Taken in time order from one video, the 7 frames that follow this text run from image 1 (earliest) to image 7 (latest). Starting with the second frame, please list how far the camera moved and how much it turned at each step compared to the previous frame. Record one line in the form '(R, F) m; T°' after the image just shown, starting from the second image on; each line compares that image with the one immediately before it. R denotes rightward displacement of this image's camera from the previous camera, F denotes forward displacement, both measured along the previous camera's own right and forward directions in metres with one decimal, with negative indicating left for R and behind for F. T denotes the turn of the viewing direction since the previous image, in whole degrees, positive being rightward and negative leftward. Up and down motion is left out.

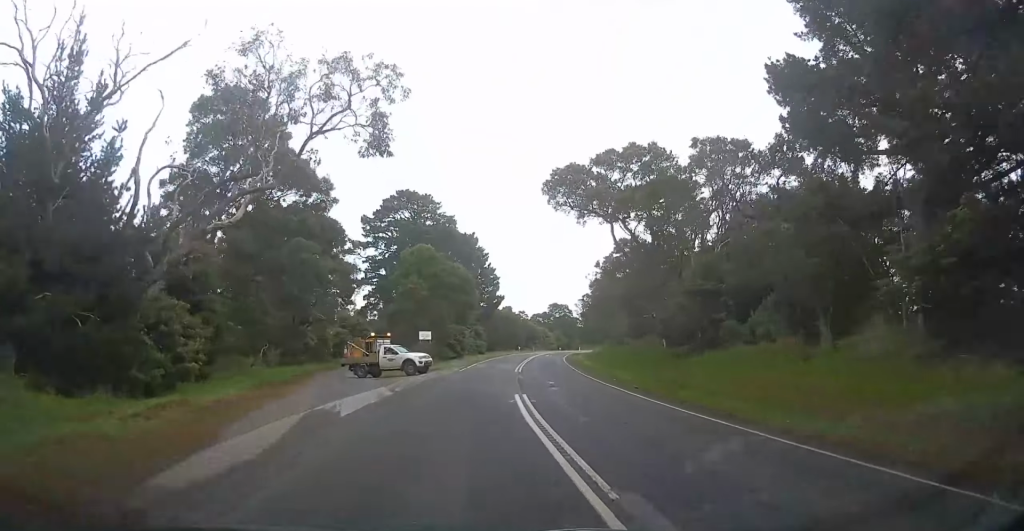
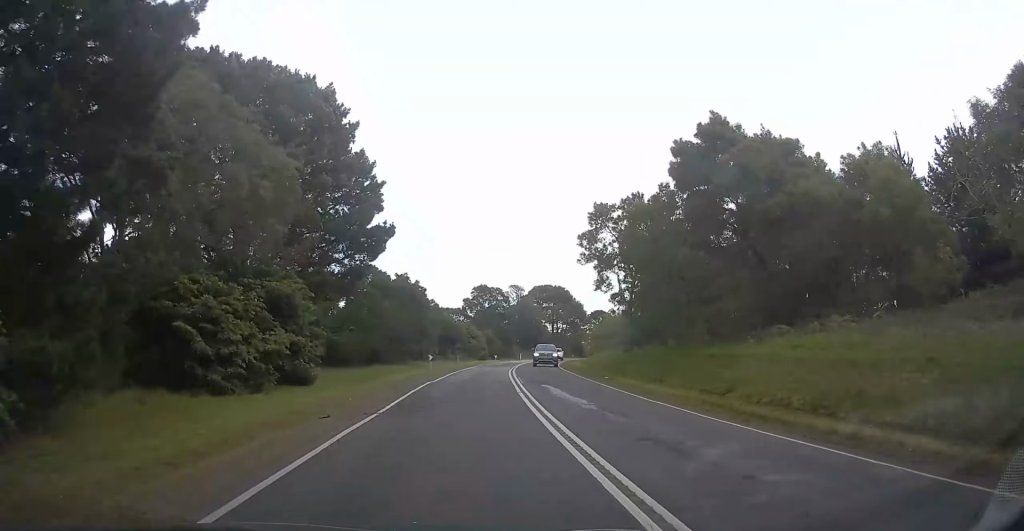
(+3.5, +60.6) m; +8°
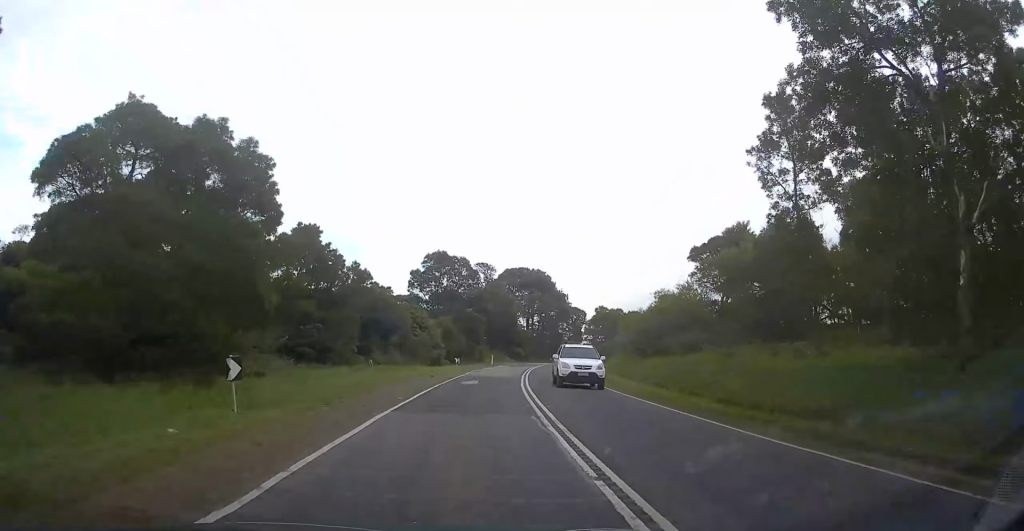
(+1.5, +34.7) m; +5°
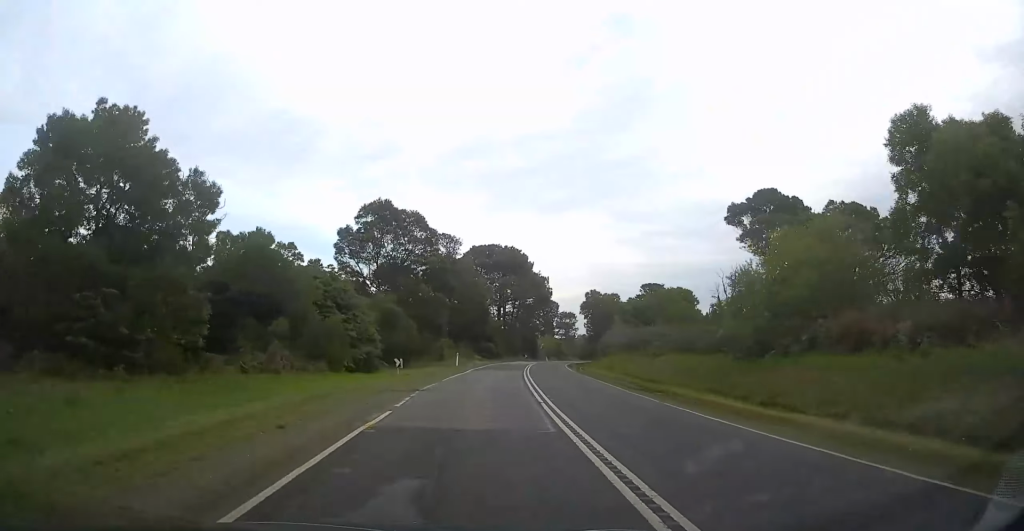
(+0.4, +22.9) m; +3°
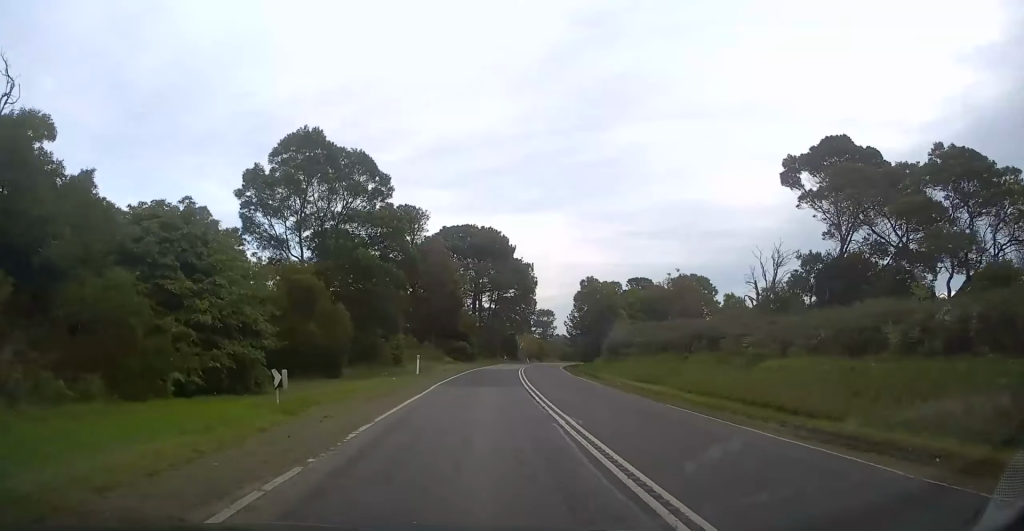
(+0.7, +16.5) m; +3°
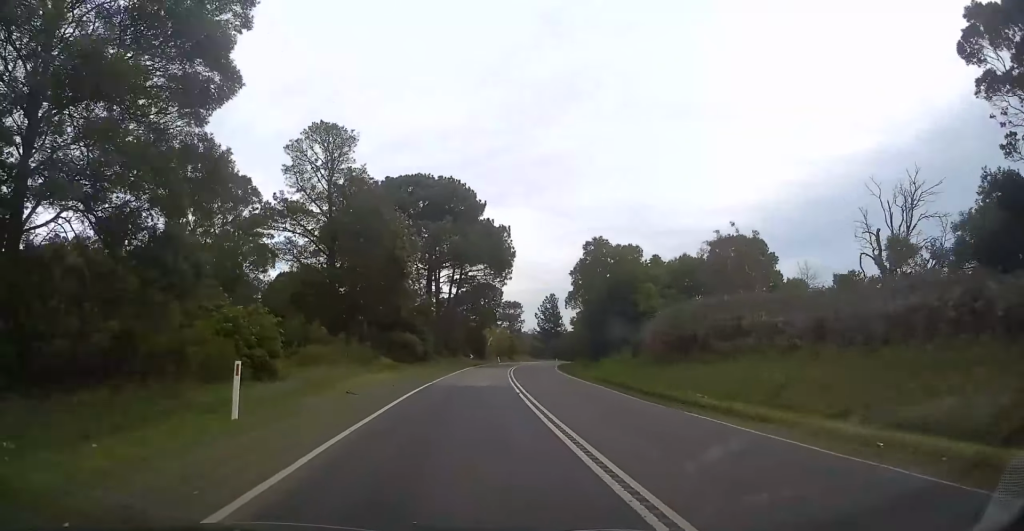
(+0.8, +23.0) m; +4°
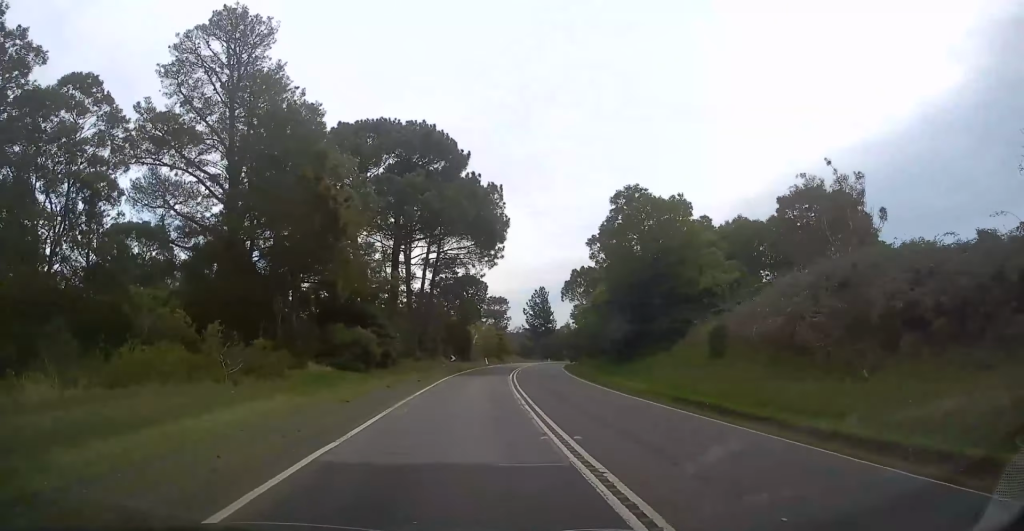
(+0.3, +15.7) m; +2°
